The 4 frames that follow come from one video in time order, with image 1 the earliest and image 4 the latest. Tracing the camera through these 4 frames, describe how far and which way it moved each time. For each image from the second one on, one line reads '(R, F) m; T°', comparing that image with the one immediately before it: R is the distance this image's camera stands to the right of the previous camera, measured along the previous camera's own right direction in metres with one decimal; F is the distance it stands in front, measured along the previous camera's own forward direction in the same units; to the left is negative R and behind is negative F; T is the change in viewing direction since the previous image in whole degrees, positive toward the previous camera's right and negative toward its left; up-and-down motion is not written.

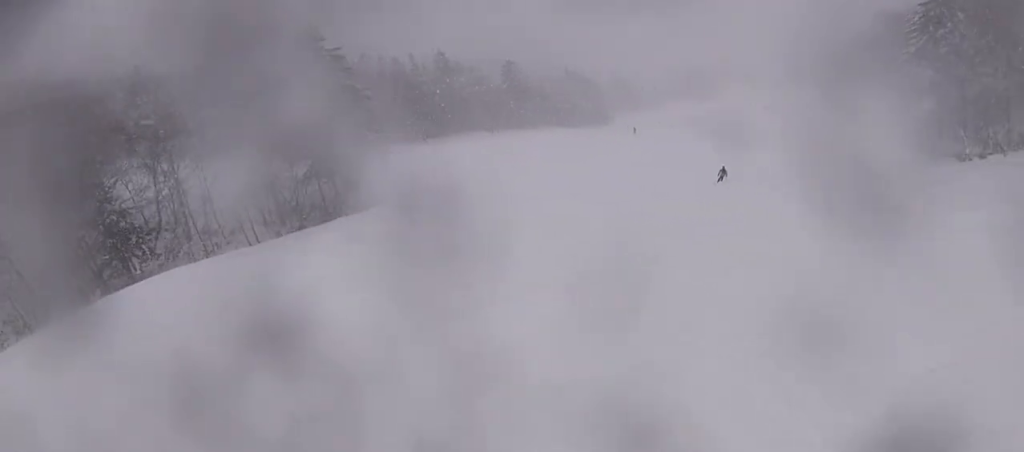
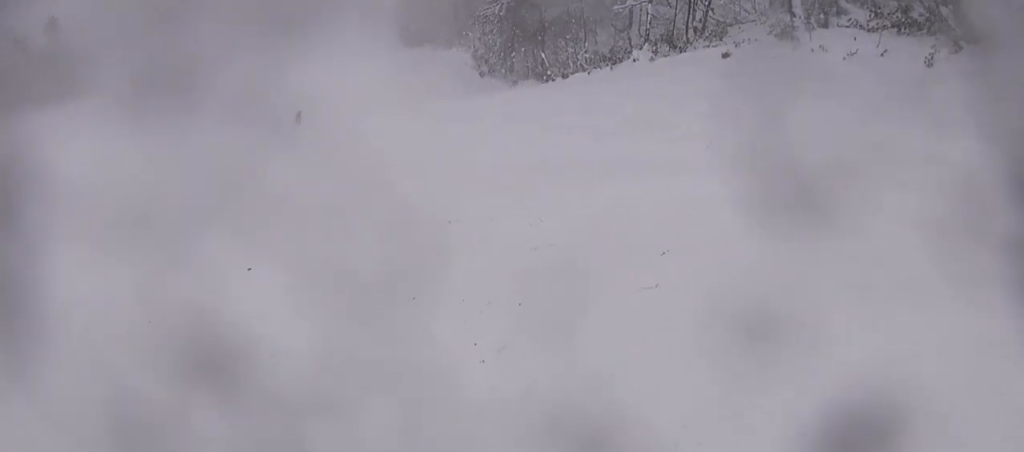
(+3.2, +5.7) m; +22°
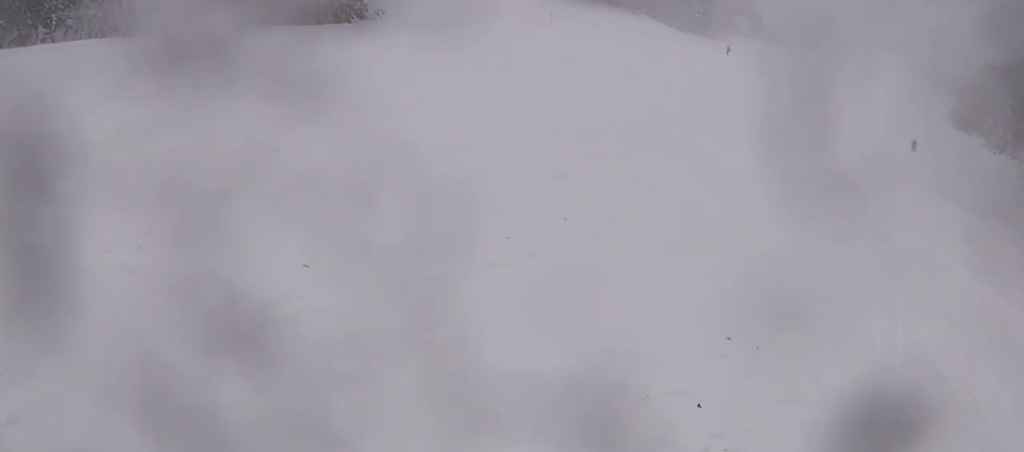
(-3.9, +9.3) m; -57°
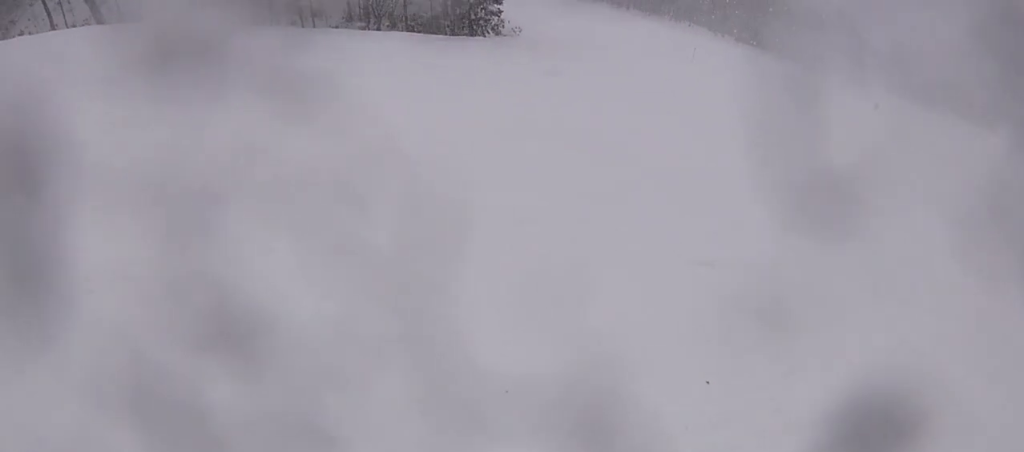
(-0.8, +2.3) m; -14°
